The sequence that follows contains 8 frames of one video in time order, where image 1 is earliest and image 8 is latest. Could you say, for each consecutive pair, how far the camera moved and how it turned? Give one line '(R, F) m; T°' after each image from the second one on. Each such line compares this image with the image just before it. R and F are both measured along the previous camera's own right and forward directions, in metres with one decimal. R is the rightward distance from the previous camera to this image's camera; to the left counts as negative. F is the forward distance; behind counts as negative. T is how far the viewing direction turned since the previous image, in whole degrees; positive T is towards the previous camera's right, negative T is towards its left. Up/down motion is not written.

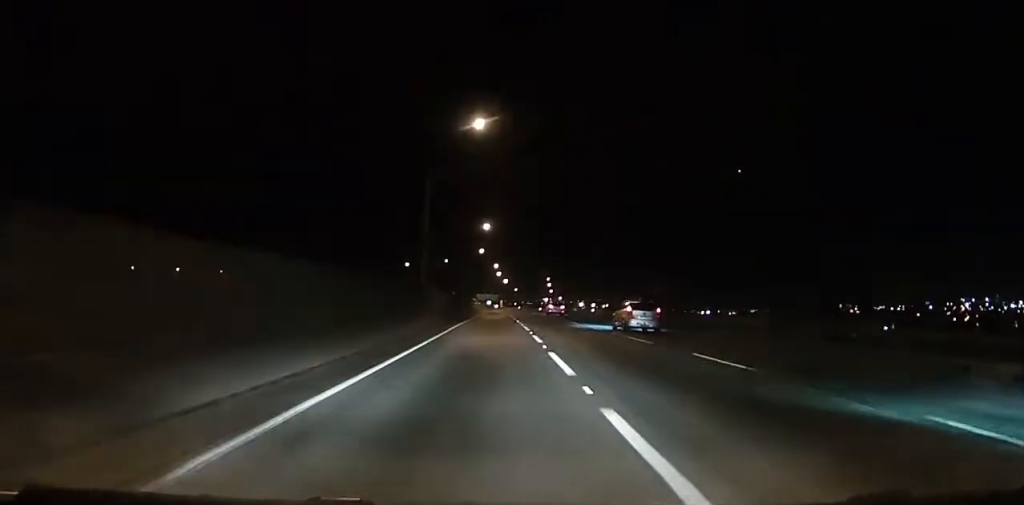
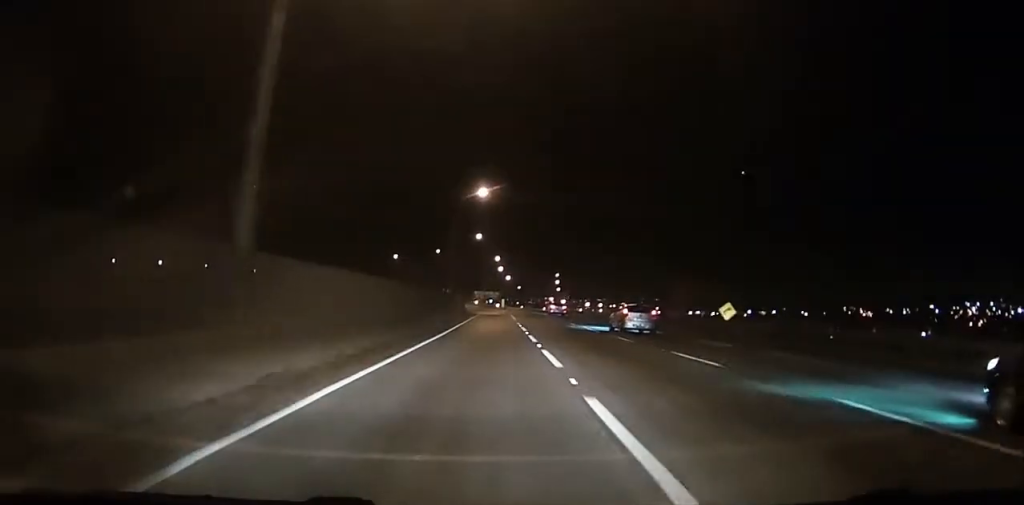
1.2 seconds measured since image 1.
(-0.1, +26.1) m; 0°
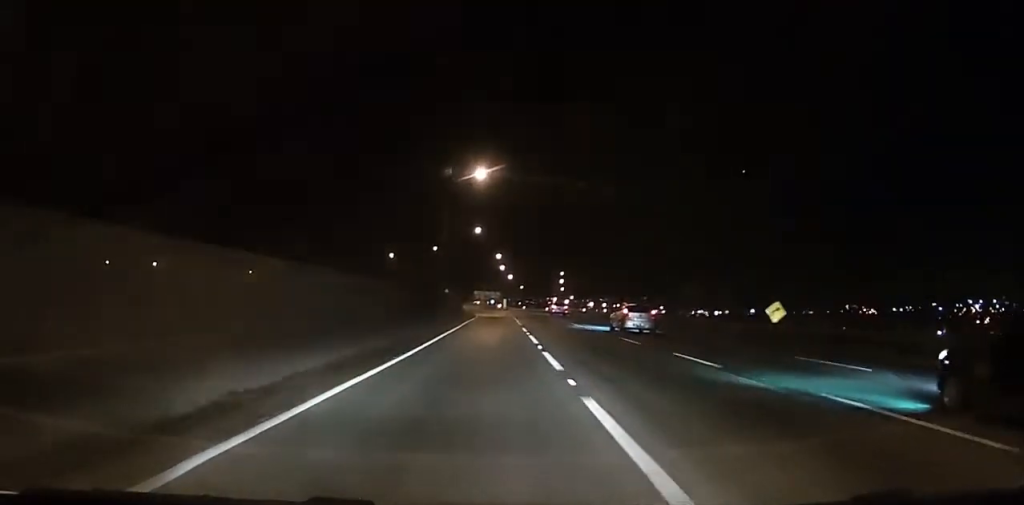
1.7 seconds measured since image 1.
(0.0, +9.0) m; 0°
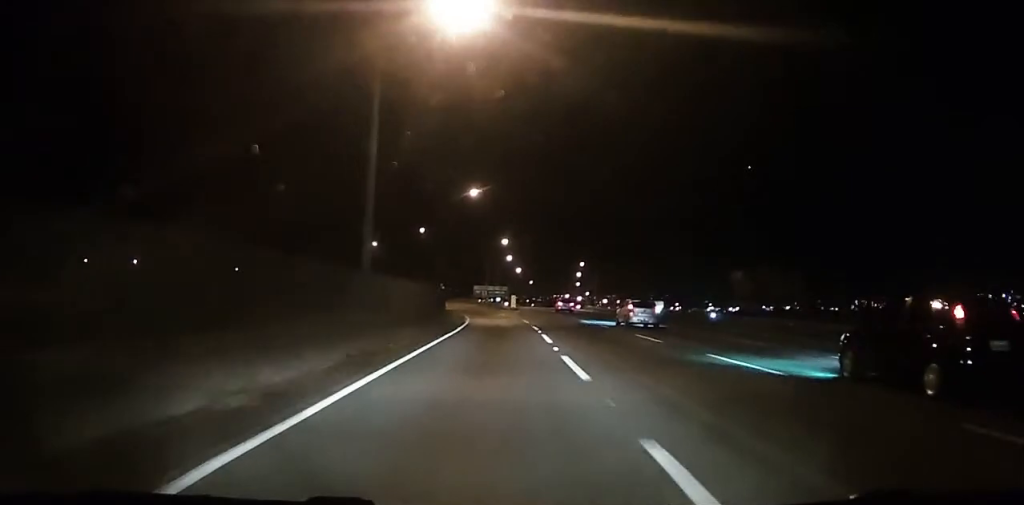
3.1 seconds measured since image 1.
(-0.1, +29.5) m; -1°
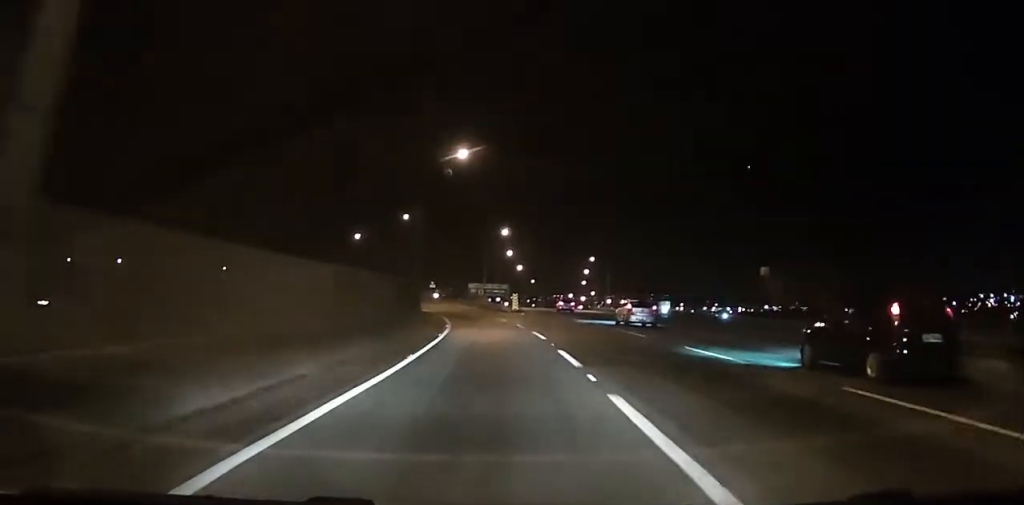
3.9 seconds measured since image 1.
(-0.1, +16.3) m; 0°
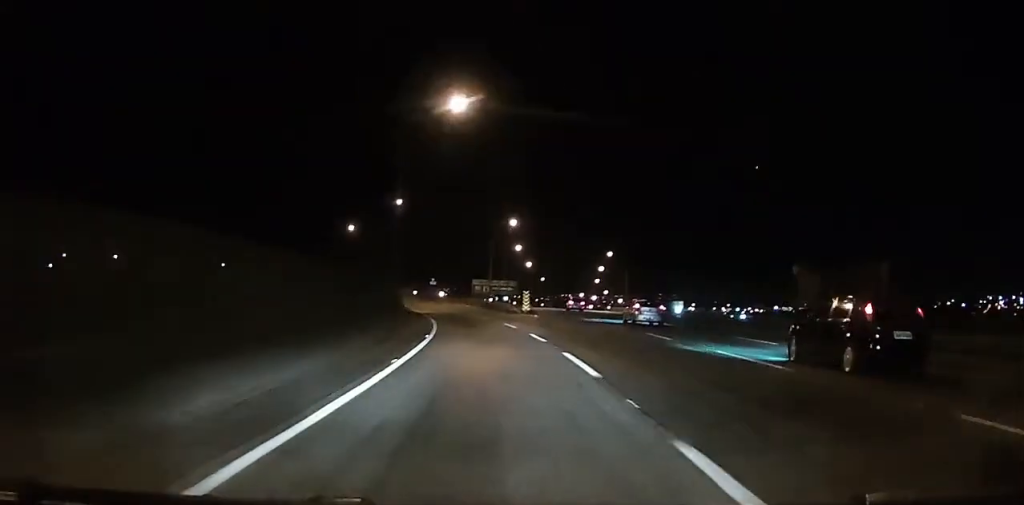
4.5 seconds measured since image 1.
(-0.1, +11.4) m; -1°
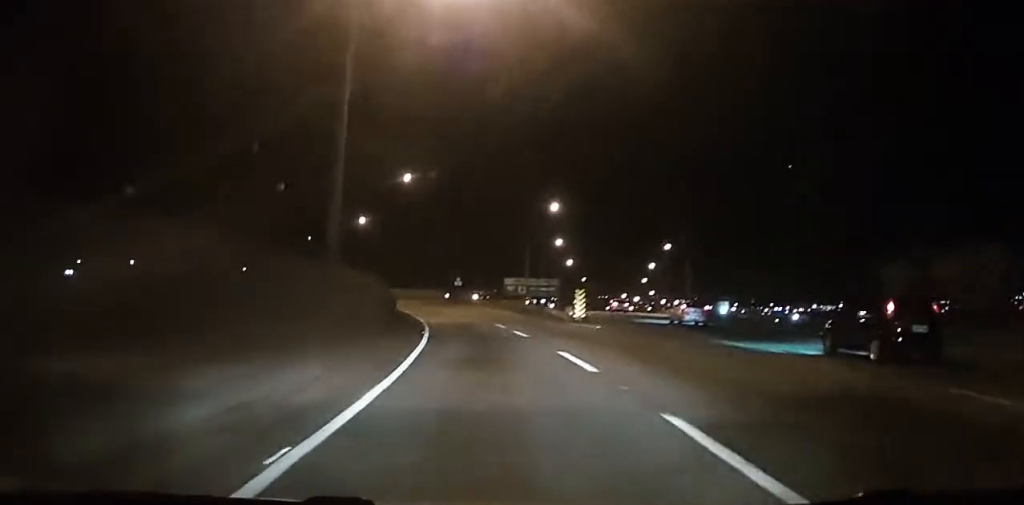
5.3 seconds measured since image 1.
(+0.1, +16.8) m; -2°
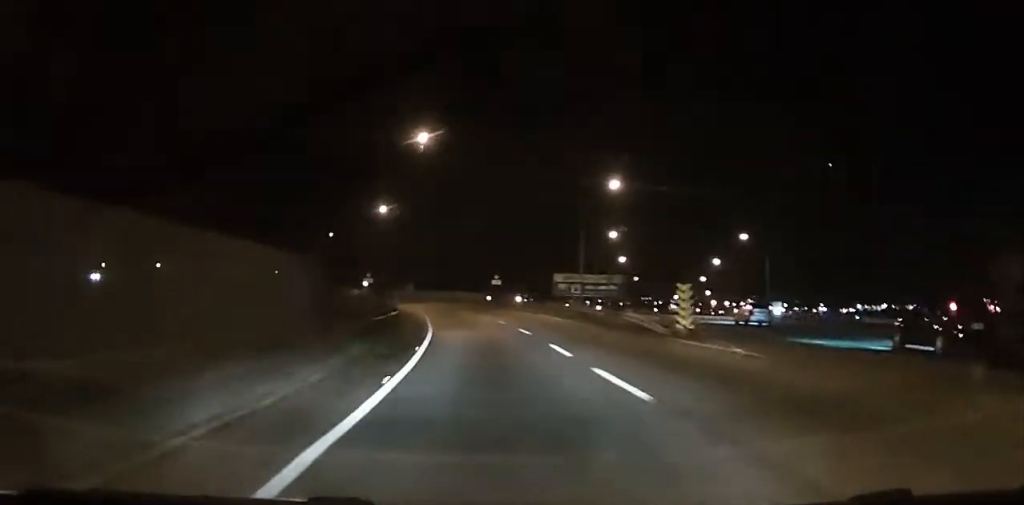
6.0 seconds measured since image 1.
(-0.7, +14.5) m; -2°
